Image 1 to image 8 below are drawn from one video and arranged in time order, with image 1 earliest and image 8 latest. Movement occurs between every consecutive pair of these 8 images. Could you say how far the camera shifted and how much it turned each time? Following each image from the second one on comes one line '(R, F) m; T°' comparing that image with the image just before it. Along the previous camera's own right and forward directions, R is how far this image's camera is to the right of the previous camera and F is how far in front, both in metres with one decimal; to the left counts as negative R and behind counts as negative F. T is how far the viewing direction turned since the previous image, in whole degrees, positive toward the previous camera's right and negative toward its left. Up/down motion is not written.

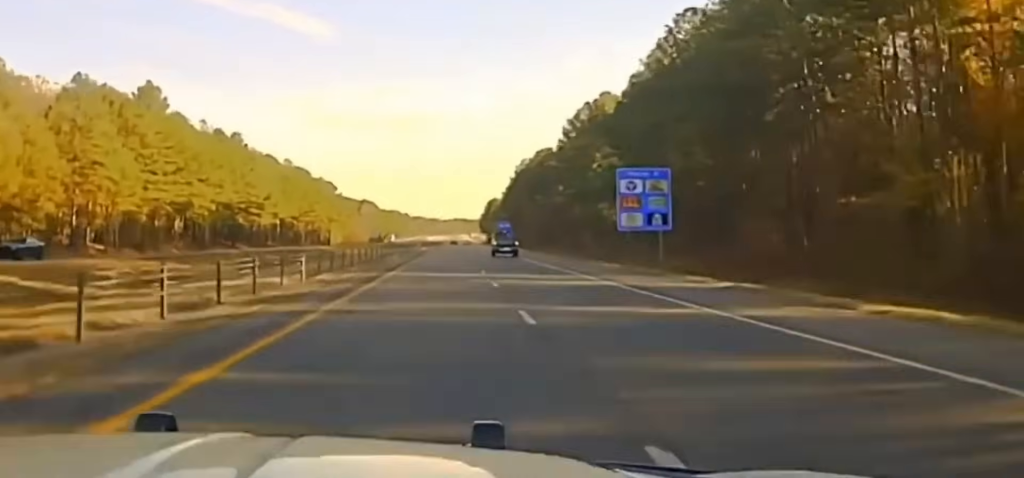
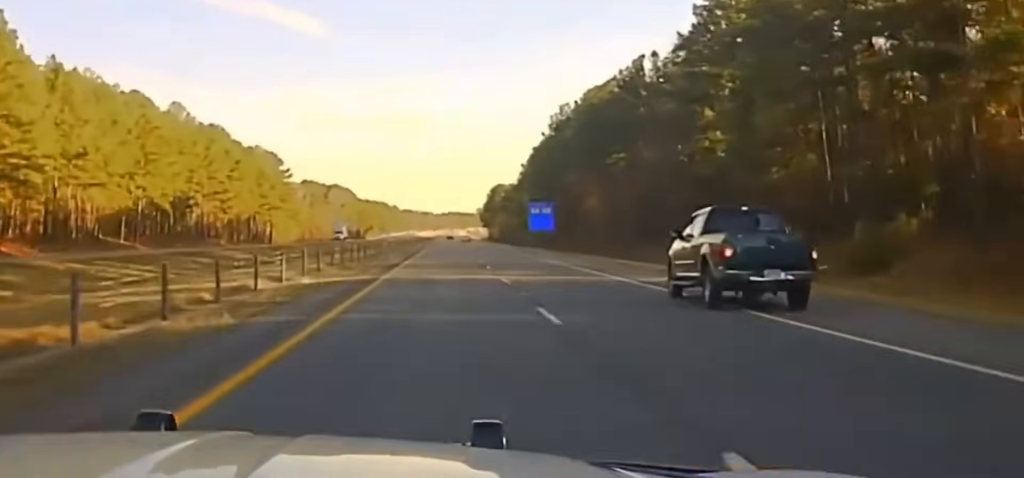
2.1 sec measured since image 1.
(+0.6, +113.0) m; +1°
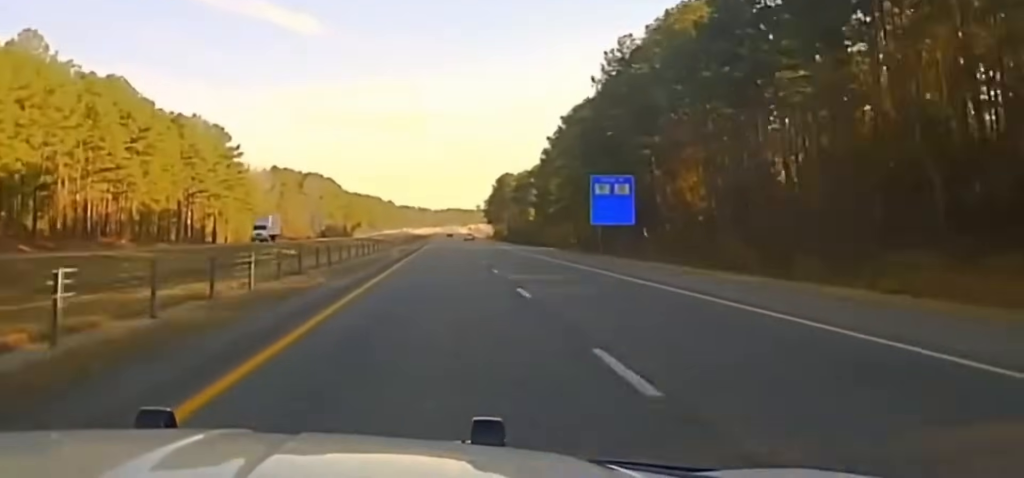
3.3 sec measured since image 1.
(+0.1, +76.5) m; 0°
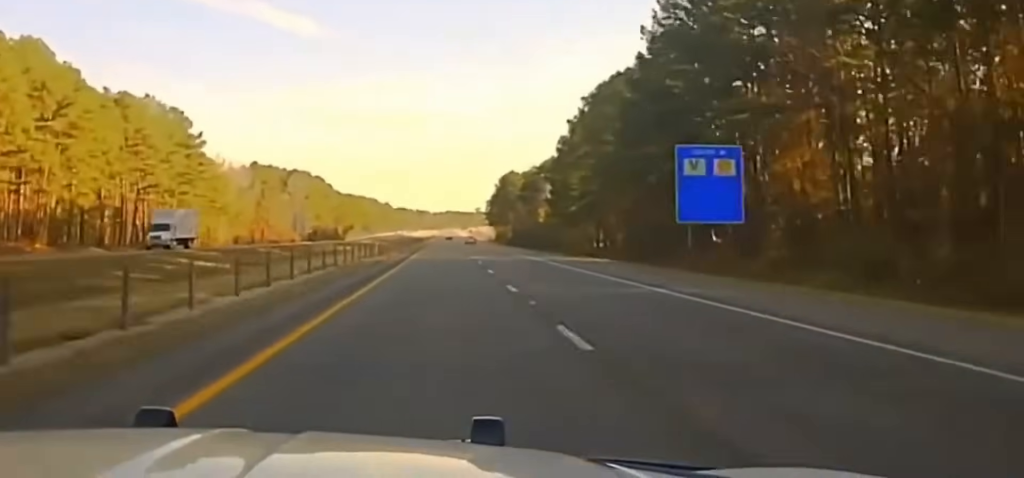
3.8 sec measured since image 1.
(0.0, +39.4) m; 0°
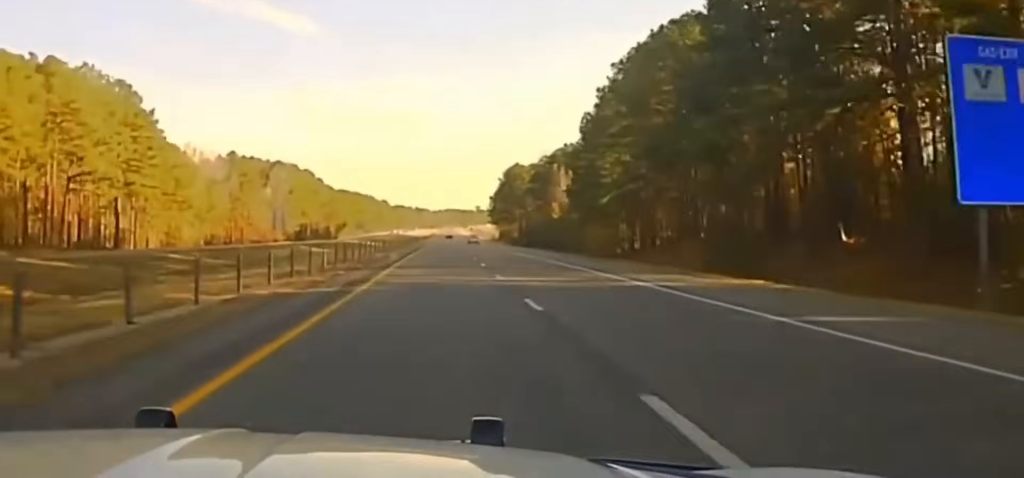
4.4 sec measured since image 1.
(0.0, +37.2) m; 0°
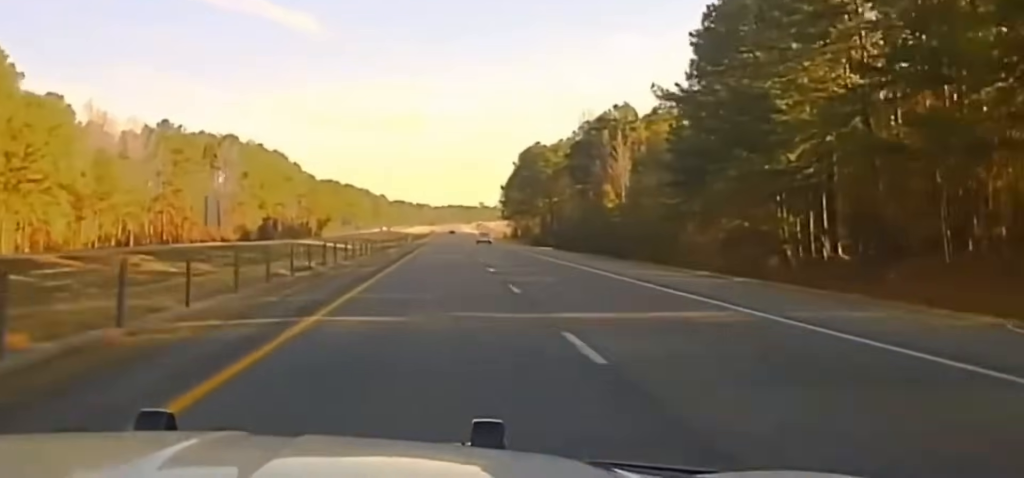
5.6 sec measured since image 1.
(0.0, +74.8) m; 0°
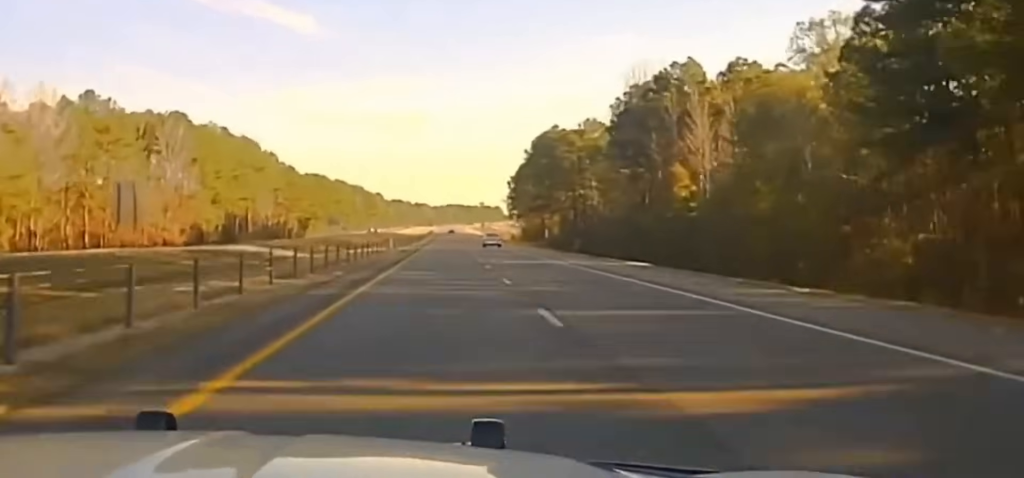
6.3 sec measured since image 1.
(-0.1, +41.2) m; 0°
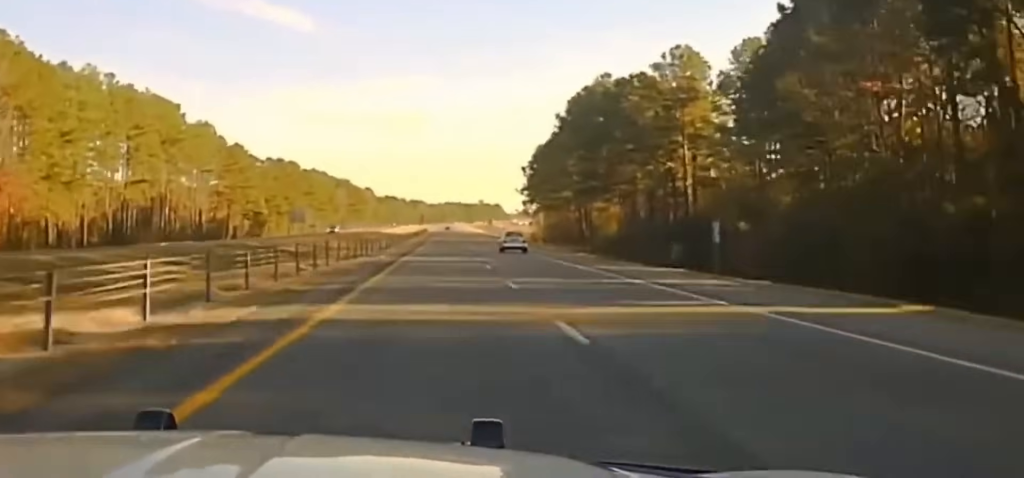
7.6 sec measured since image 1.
(0.0, +57.8) m; 0°
